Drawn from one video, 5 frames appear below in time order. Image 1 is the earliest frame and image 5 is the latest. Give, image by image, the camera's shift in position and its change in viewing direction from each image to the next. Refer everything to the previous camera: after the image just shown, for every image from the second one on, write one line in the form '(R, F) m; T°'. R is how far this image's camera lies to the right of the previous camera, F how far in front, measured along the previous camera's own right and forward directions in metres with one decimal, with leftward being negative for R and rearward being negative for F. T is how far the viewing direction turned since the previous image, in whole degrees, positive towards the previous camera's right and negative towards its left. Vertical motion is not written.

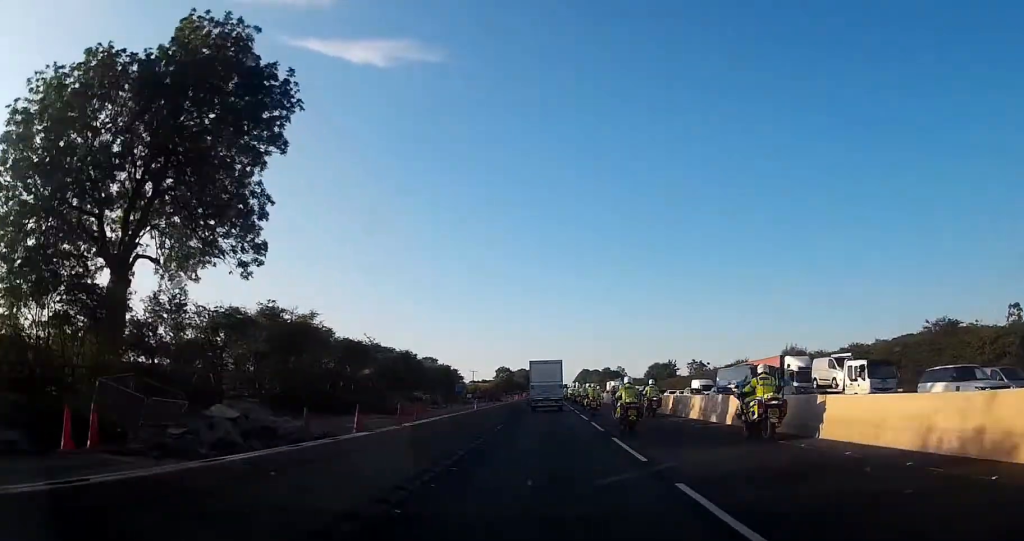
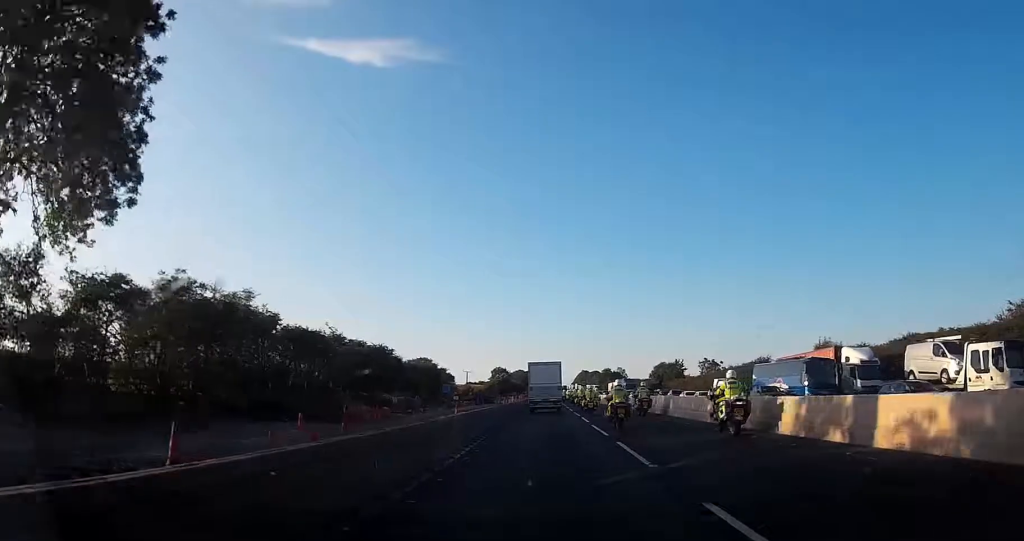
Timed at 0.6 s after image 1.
(0.0, +10.7) m; 0°
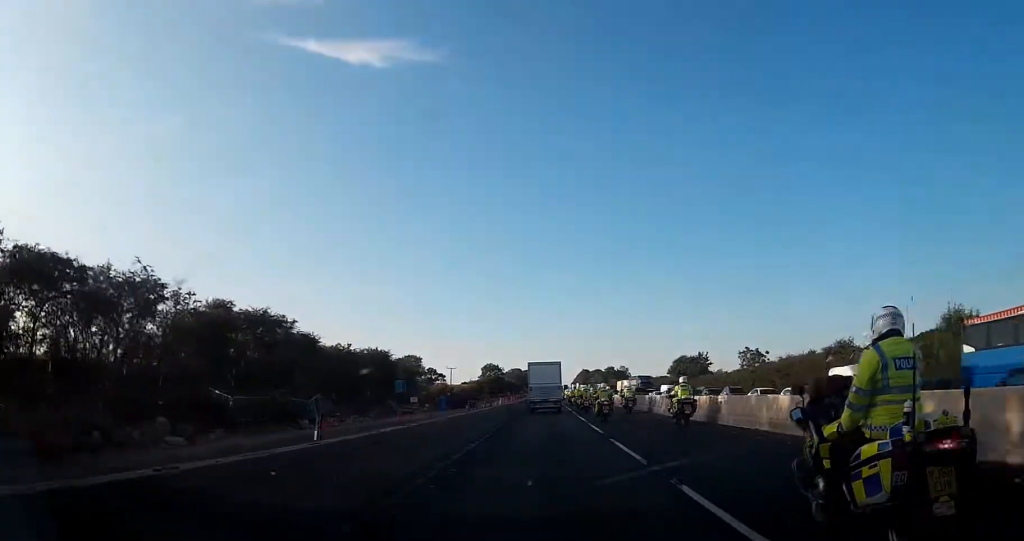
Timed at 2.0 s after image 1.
(+0.1, +25.7) m; 0°
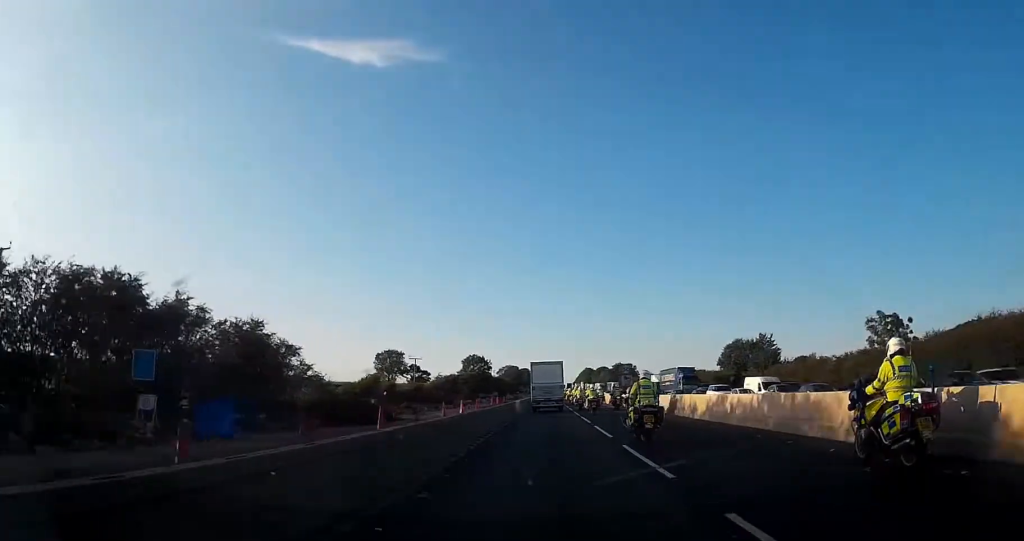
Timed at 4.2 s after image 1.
(-0.3, +39.0) m; 0°
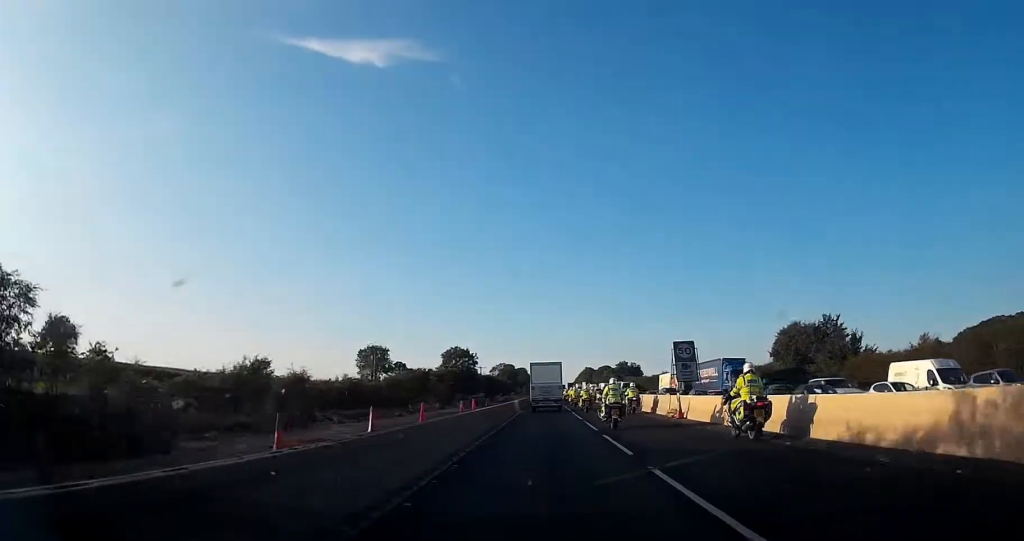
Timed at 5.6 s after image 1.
(+0.1, +23.2) m; +1°
